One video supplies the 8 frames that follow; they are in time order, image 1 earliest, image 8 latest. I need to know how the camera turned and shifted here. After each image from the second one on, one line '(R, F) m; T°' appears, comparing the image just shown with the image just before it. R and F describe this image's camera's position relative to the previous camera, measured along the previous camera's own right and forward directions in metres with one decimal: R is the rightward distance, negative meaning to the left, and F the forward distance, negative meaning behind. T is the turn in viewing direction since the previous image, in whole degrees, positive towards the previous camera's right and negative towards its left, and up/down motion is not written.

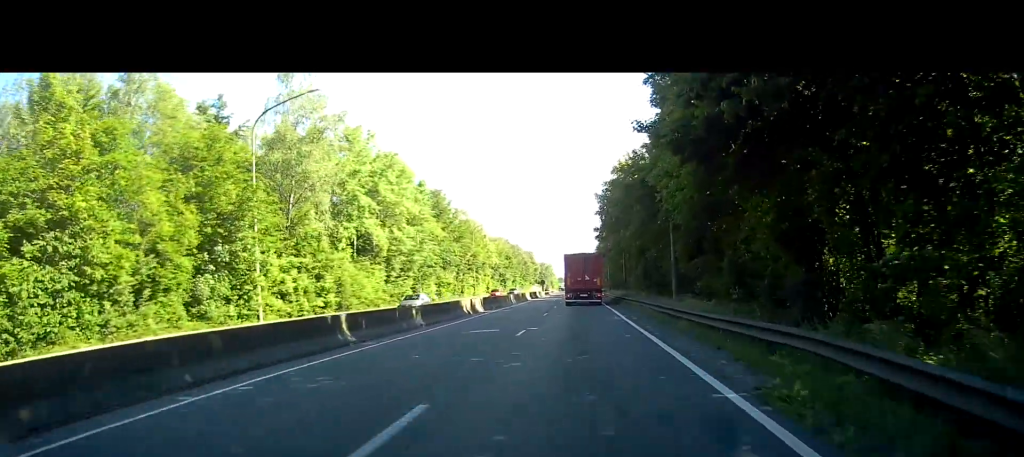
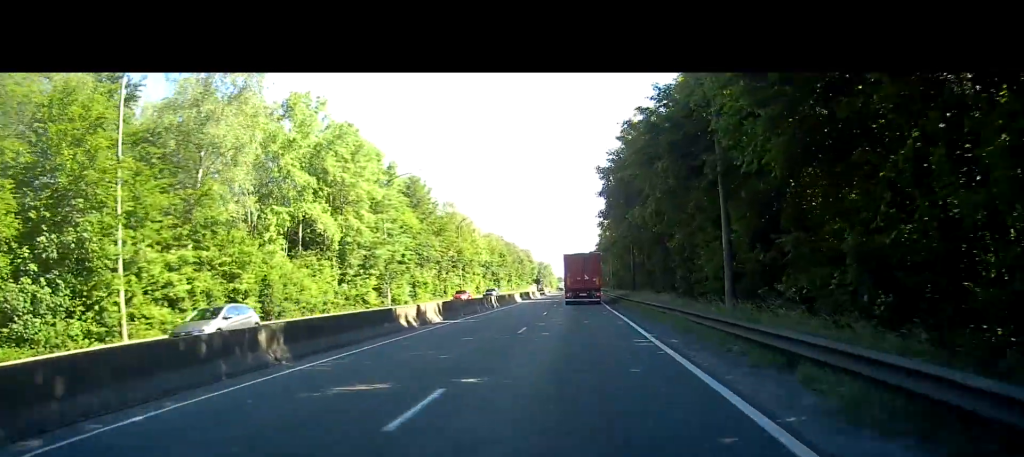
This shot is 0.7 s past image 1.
(+0.1, +11.6) m; +1°
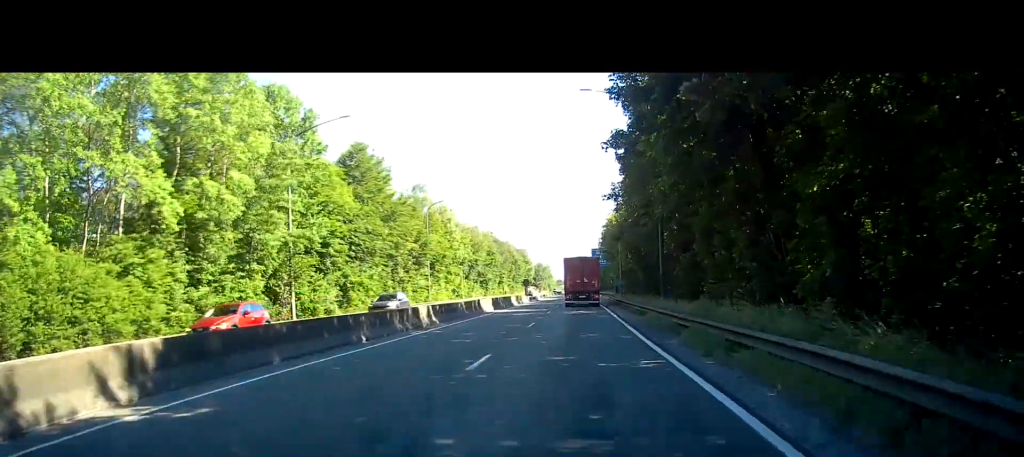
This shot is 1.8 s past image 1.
(+0.4, +20.1) m; +2°
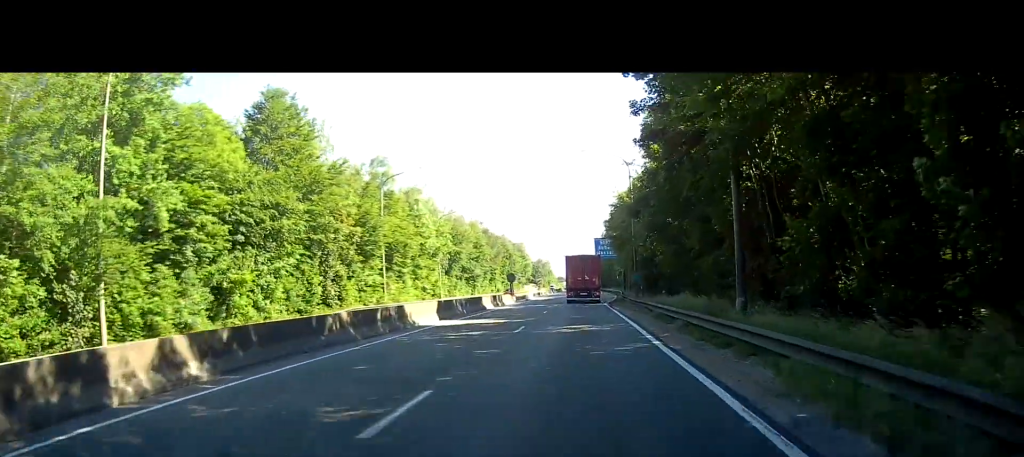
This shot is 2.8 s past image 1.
(+0.1, +17.7) m; 0°
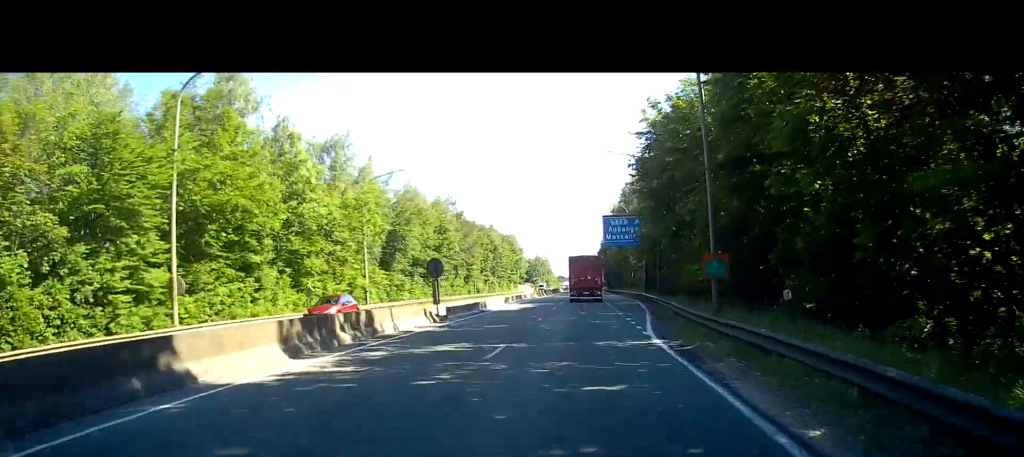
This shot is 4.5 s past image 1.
(-0.1, +31.9) m; 0°
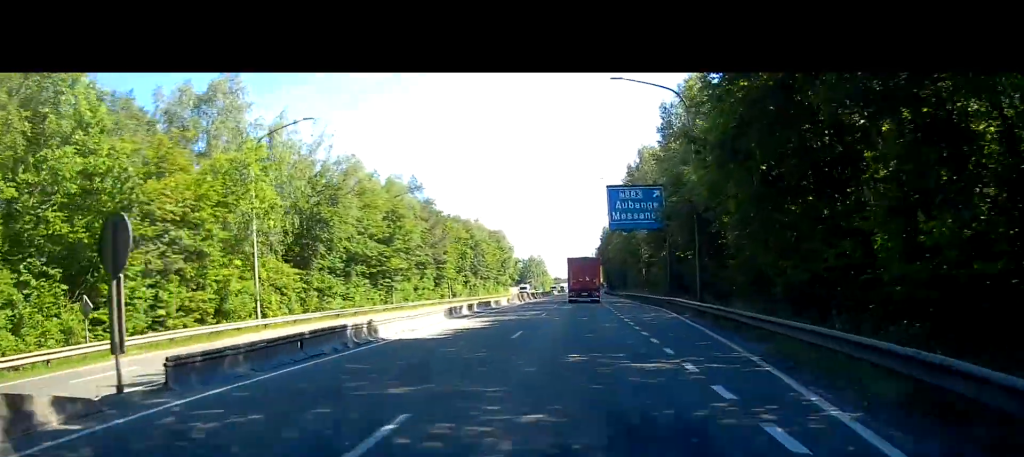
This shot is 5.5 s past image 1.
(+0.2, +20.3) m; 0°
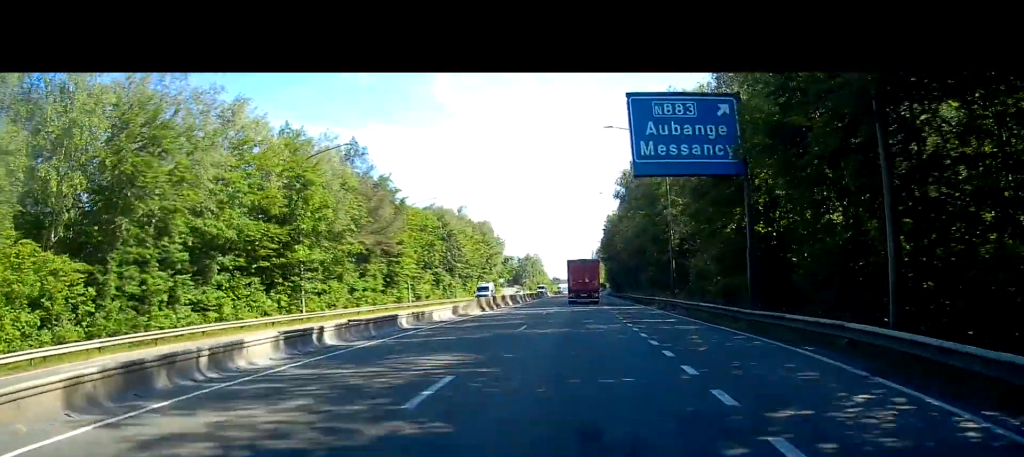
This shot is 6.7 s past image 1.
(-0.3, +22.6) m; -1°
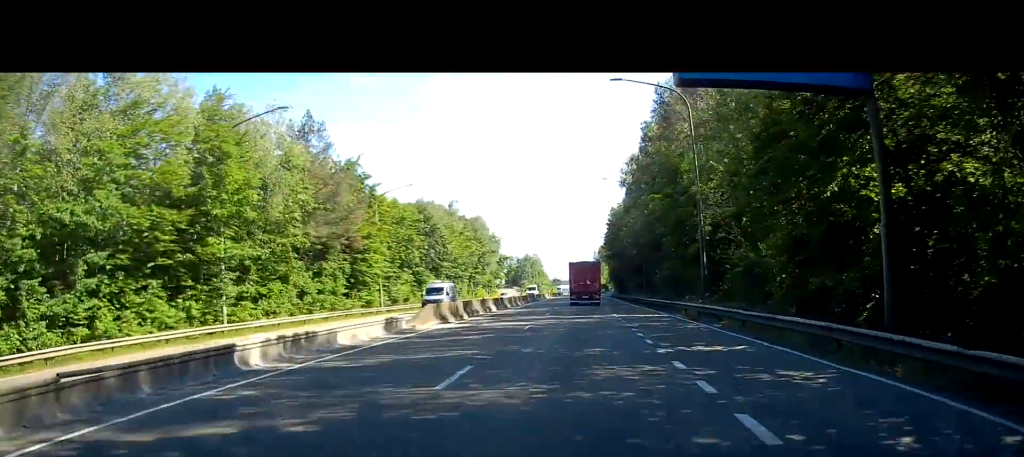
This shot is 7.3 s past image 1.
(0.0, +11.0) m; 0°
